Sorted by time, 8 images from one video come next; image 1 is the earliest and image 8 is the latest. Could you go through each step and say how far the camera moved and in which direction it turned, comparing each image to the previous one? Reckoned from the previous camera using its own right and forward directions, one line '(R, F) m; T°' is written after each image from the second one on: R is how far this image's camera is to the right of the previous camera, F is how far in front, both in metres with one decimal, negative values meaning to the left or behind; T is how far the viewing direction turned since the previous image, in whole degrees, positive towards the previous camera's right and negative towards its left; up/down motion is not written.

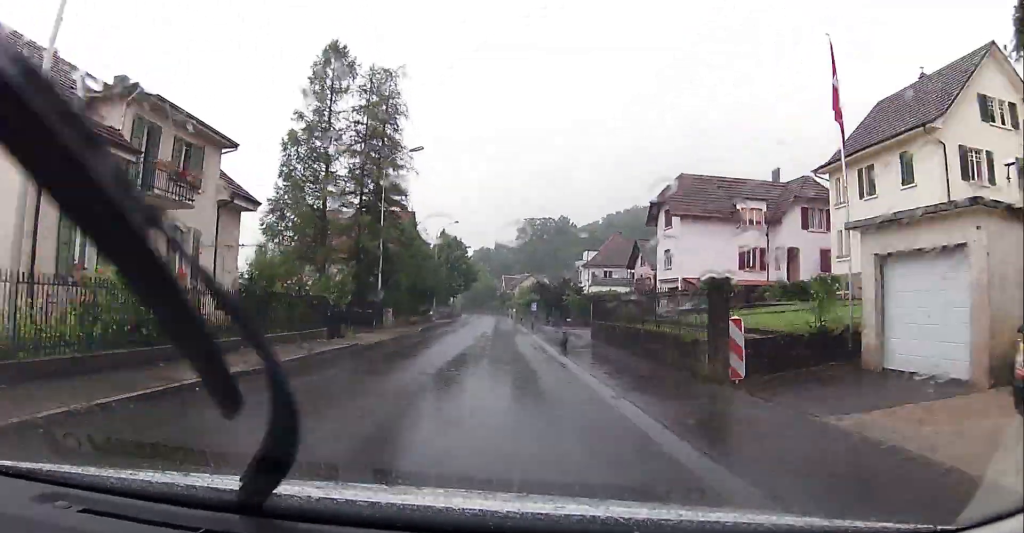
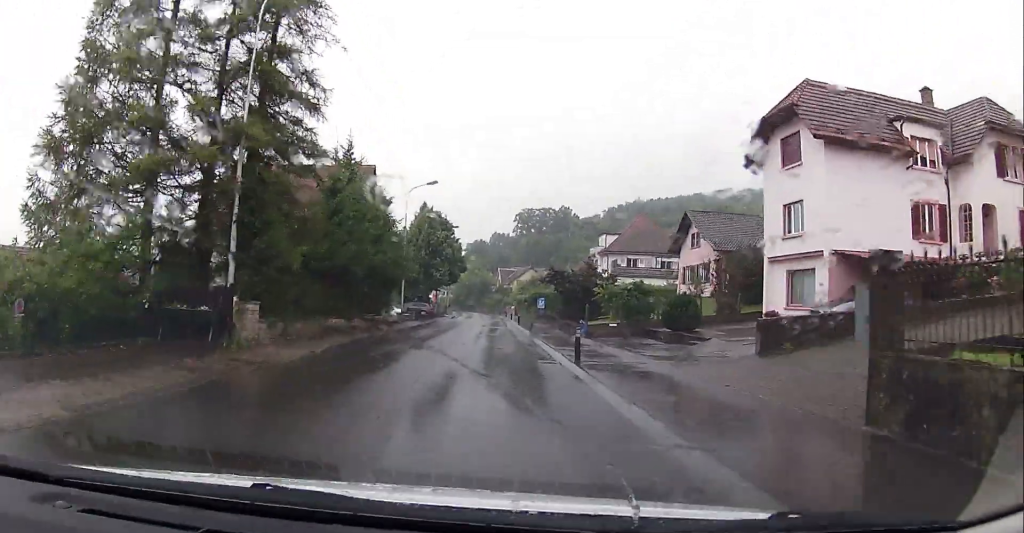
(0.0, +21.2) m; 0°
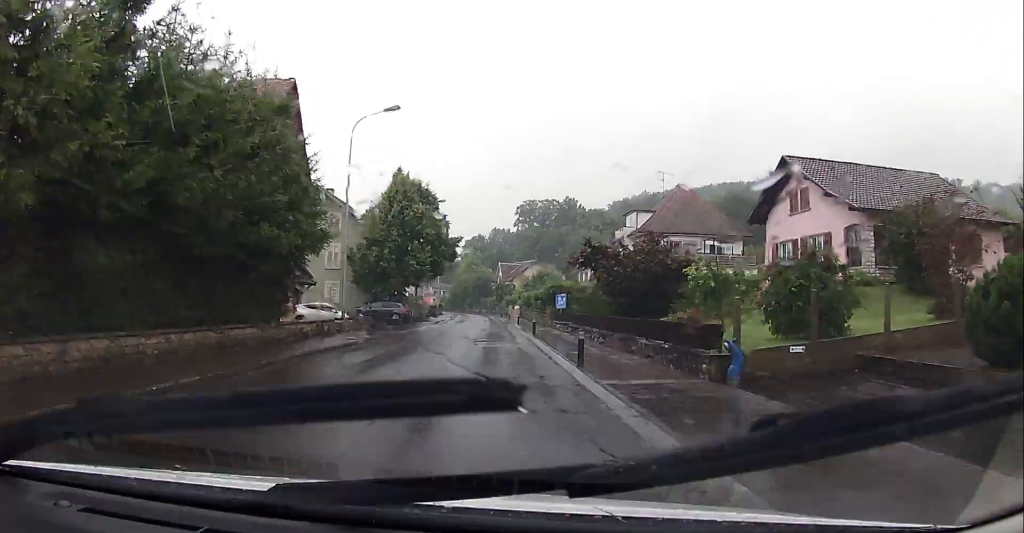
(-0.1, +19.2) m; -2°
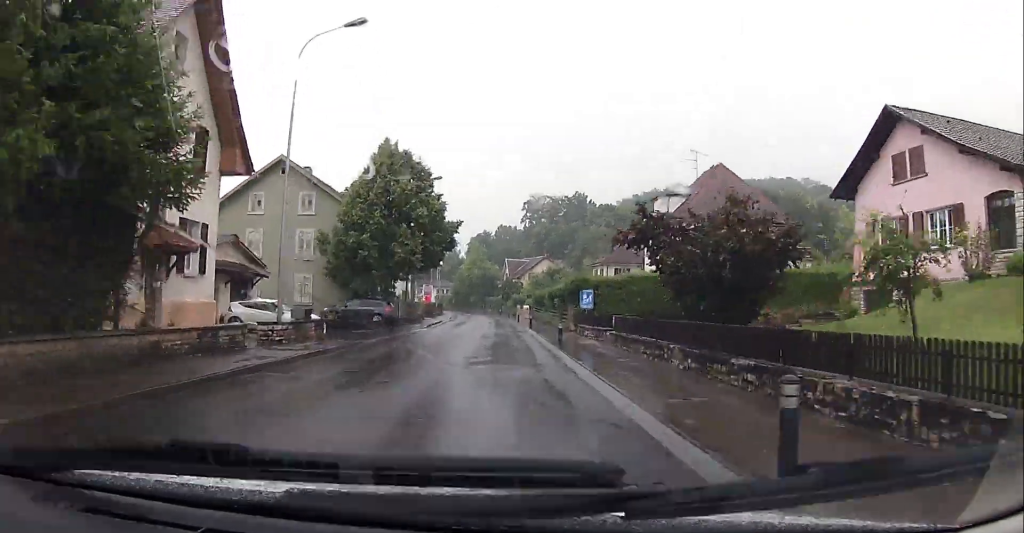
(-0.3, +9.9) m; 0°
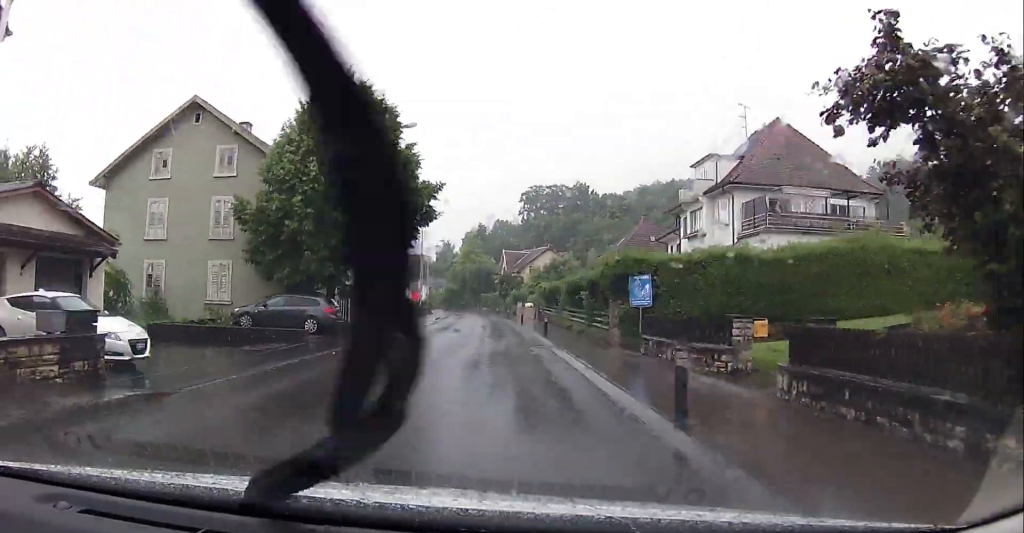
(+0.3, +13.5) m; +2°
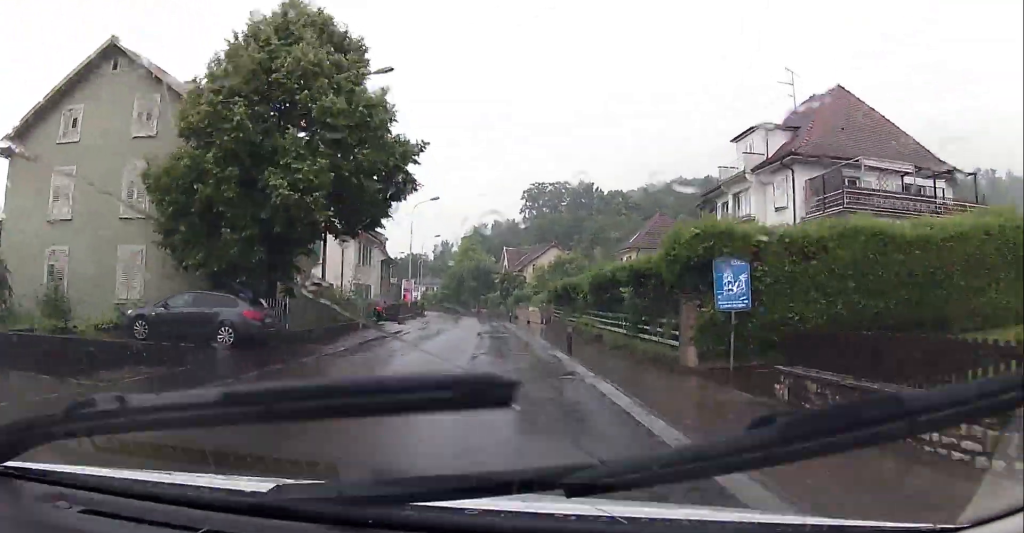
(+0.1, +8.3) m; 0°
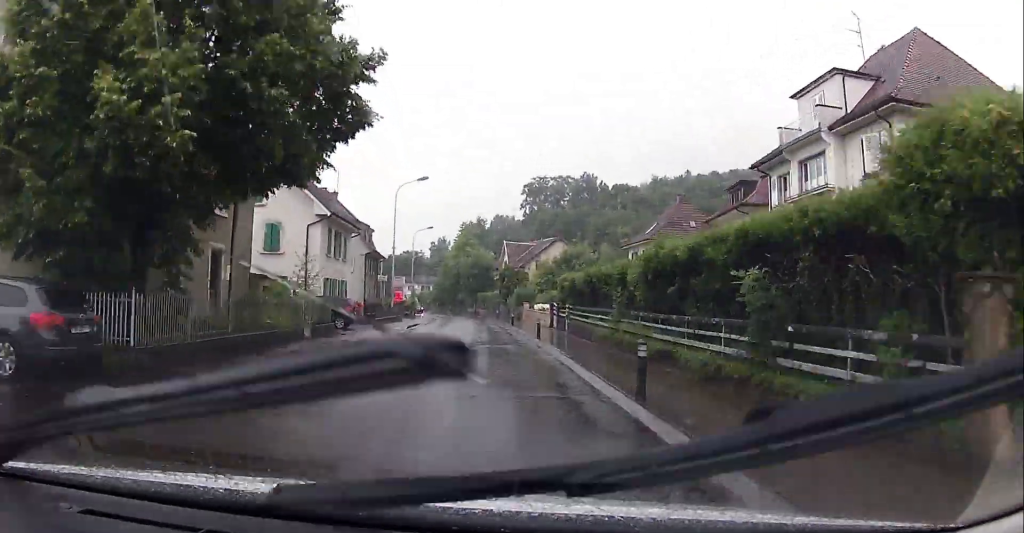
(0.0, +8.8) m; 0°
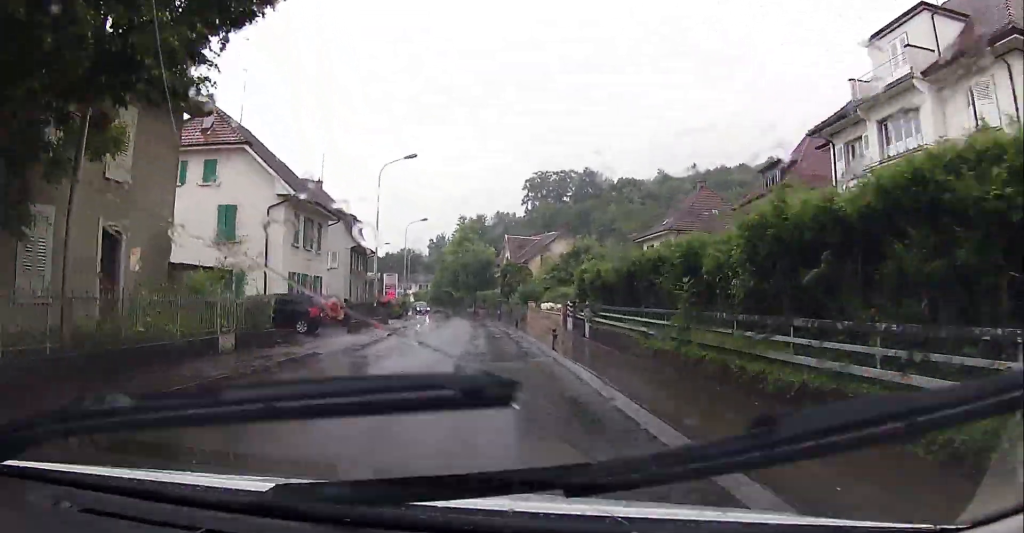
(0.0, +6.9) m; 0°
